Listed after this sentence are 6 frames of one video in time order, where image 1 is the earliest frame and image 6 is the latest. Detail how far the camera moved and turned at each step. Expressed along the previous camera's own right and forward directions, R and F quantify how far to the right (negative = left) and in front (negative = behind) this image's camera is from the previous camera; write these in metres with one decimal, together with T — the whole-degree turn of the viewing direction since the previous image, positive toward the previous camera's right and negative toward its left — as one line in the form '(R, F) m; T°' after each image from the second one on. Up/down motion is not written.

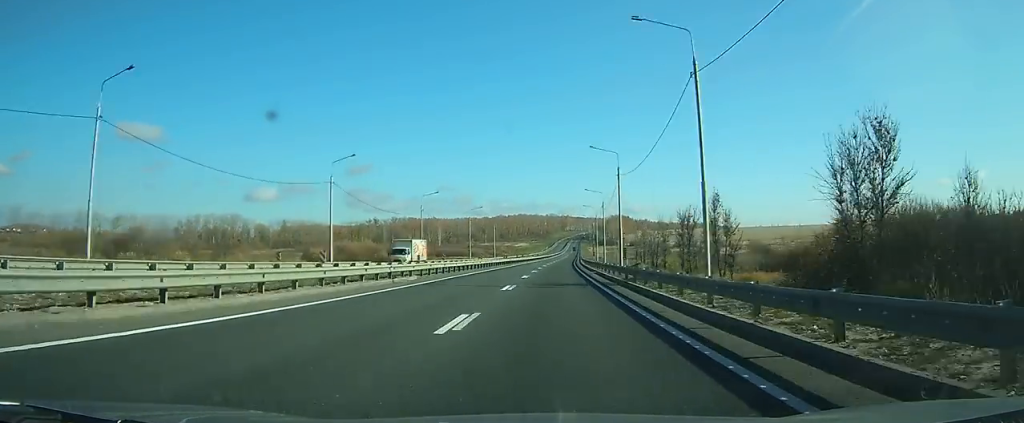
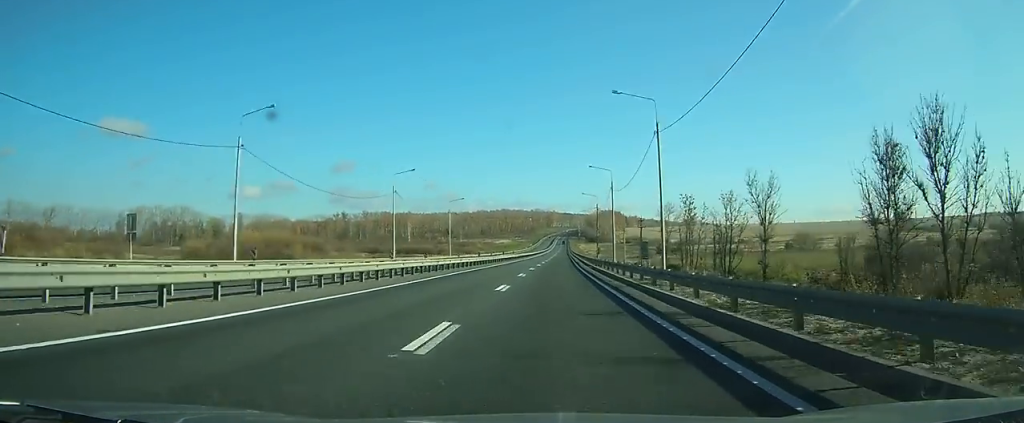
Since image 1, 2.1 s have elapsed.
(+0.5, +52.0) m; +1°
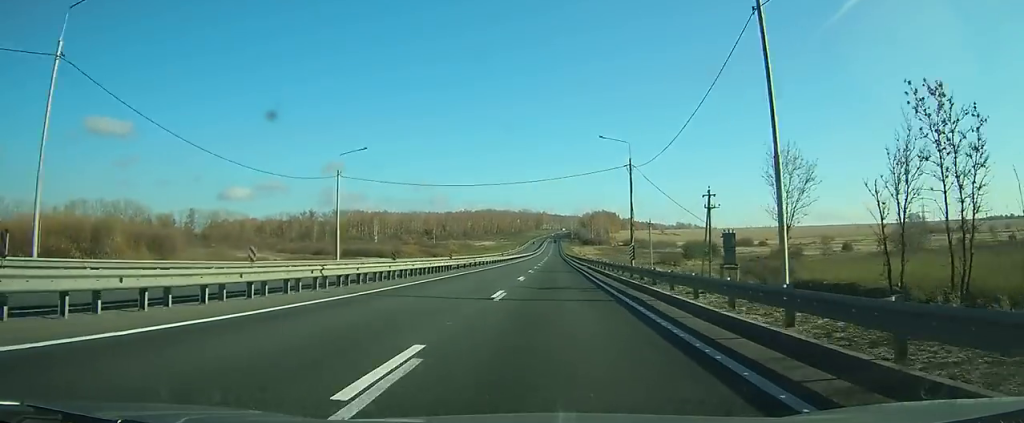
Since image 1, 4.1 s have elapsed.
(+0.5, +52.5) m; +1°
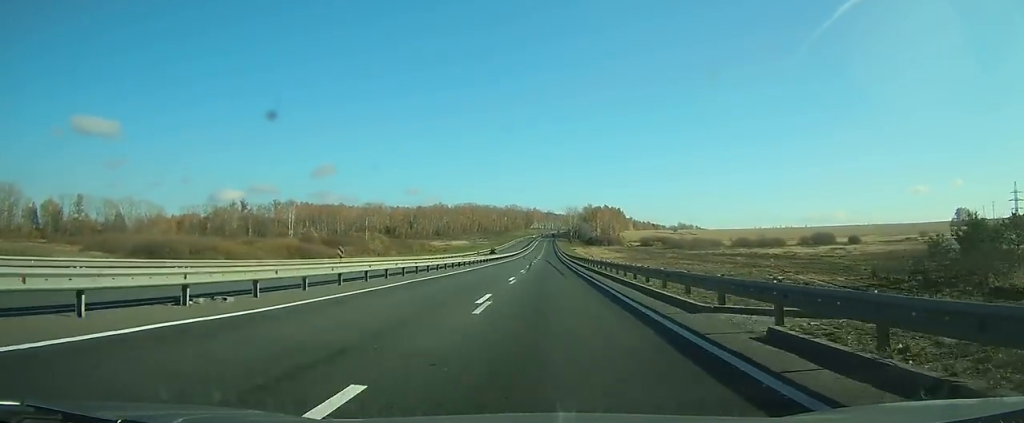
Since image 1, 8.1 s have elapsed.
(+1.0, +94.8) m; +1°
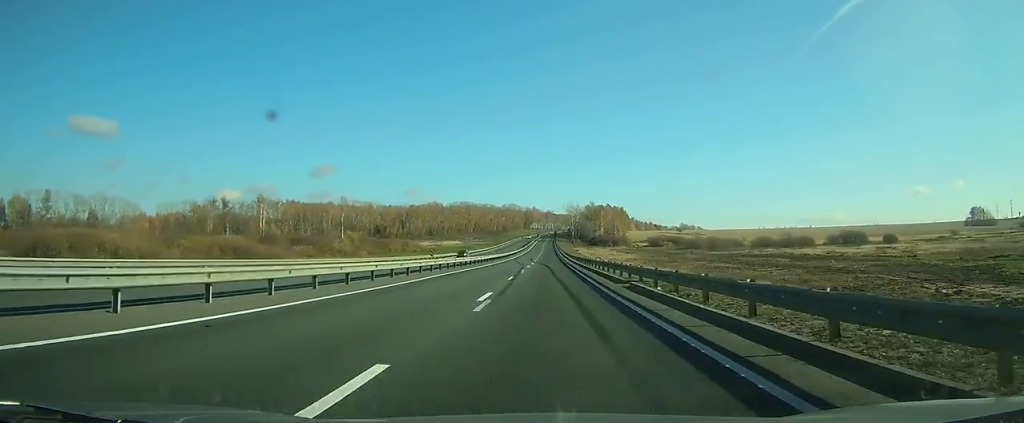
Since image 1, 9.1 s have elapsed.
(0.0, +20.9) m; 0°
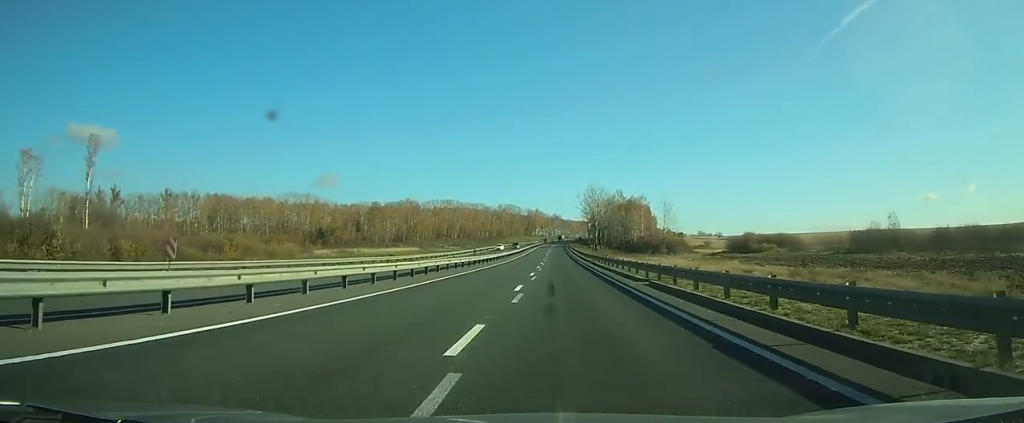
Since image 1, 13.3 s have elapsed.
(0.0, +102.5) m; 0°
